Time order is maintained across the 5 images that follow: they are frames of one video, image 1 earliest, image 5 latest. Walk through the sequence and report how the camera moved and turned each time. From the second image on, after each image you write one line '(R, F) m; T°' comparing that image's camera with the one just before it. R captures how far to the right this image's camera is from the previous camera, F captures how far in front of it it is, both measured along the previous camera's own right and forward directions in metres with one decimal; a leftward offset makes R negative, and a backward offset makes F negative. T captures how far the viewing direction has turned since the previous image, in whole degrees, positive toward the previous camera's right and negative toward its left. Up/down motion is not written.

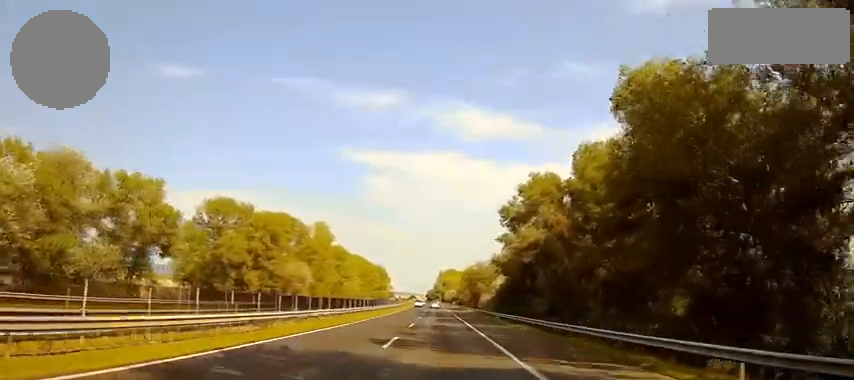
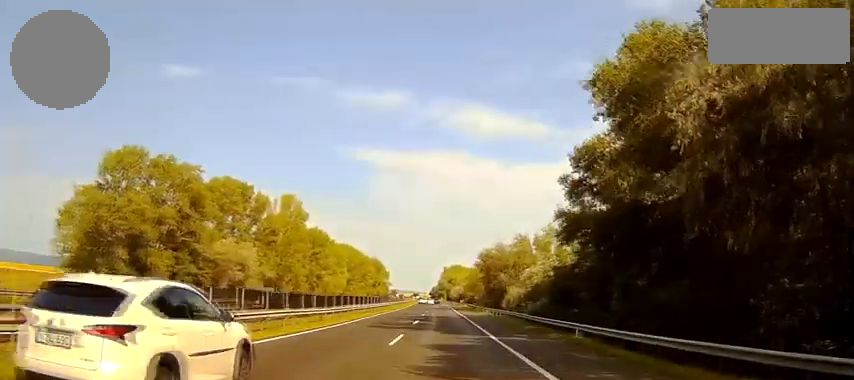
(-0.1, +35.9) m; 0°
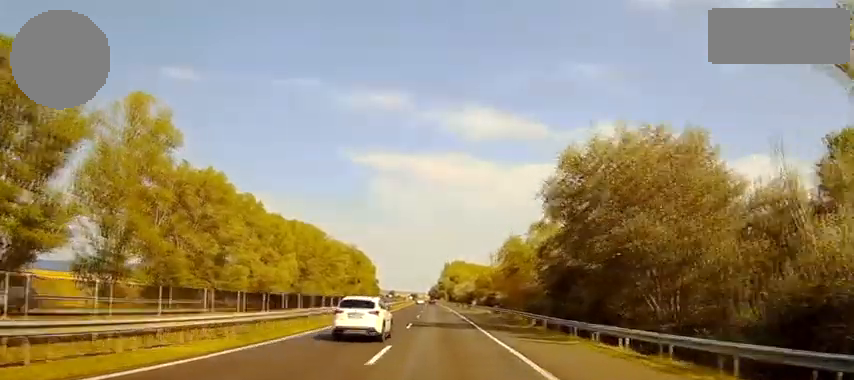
(0.0, +60.4) m; 0°
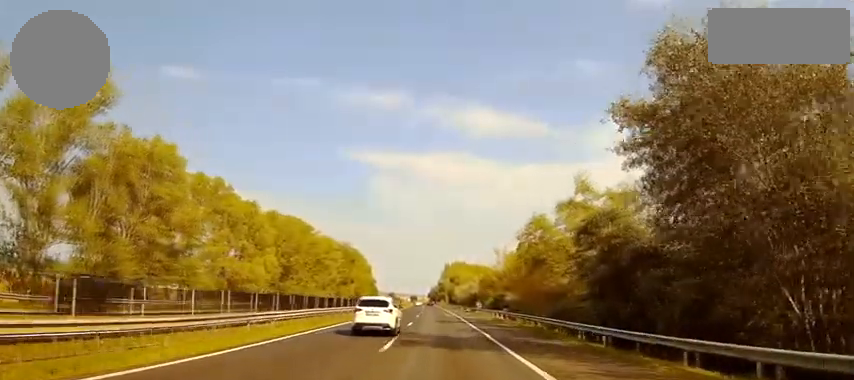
(0.0, +13.8) m; 0°
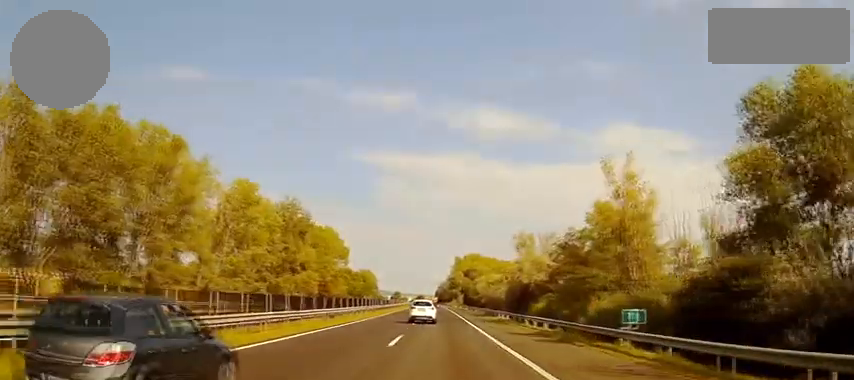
(-0.7, +70.8) m; -2°
